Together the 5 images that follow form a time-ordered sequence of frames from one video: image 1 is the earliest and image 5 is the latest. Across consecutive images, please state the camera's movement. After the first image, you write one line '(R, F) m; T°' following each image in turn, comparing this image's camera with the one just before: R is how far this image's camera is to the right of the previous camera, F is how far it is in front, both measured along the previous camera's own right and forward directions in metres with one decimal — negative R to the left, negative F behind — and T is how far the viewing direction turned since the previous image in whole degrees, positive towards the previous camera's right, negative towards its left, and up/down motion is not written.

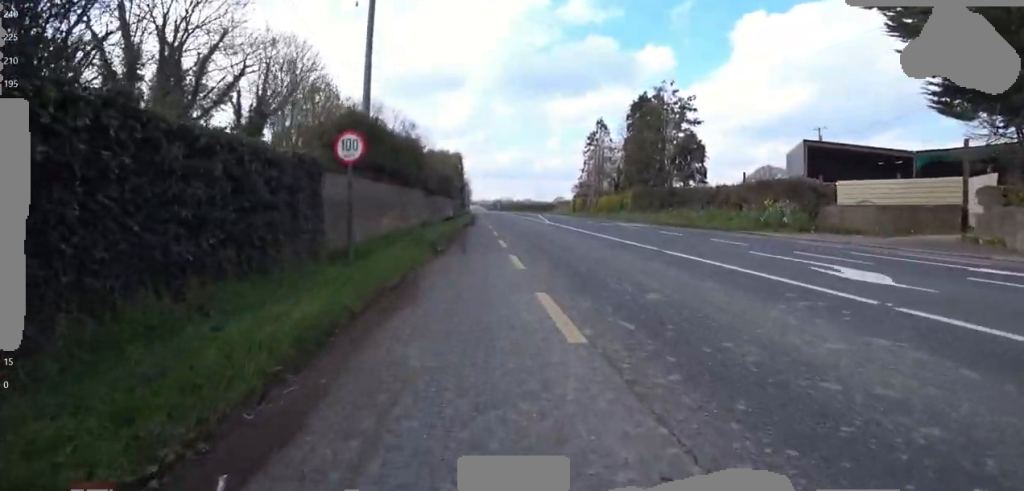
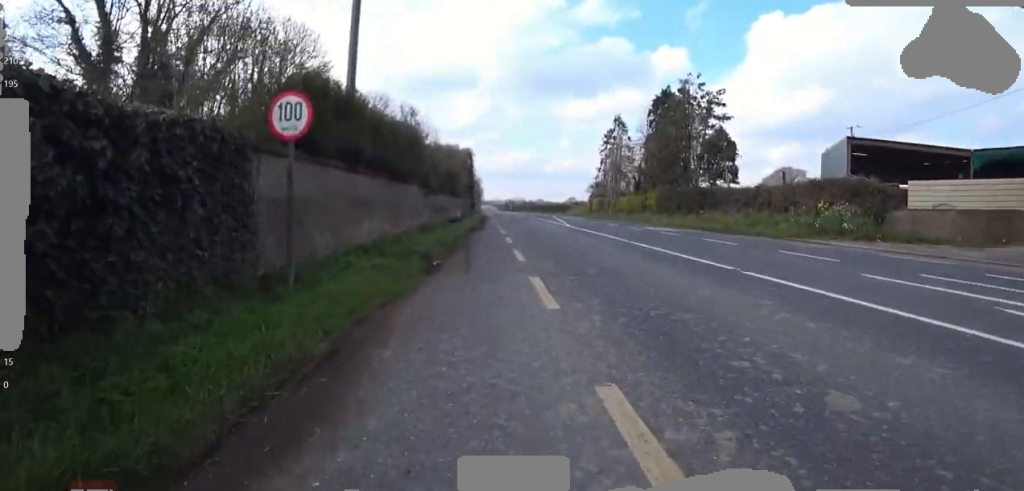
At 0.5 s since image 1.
(+0.2, +3.0) m; 0°
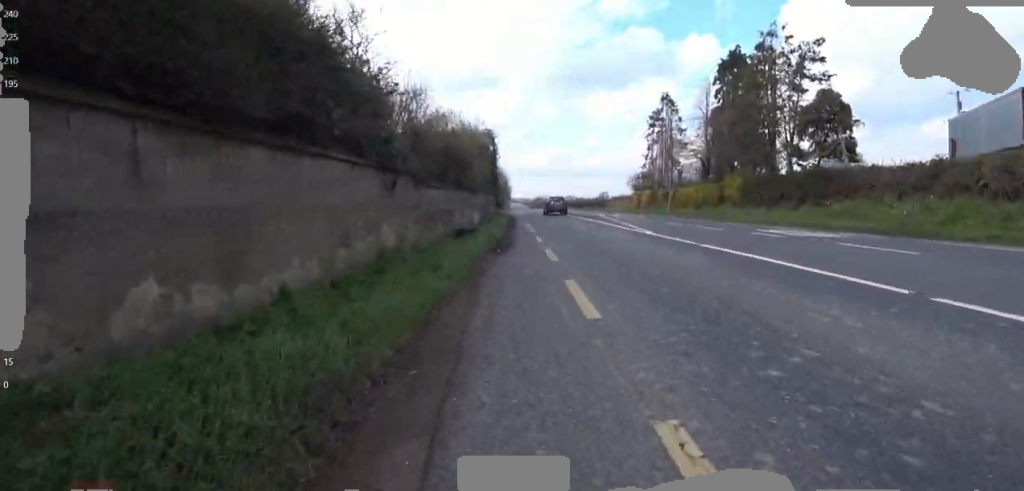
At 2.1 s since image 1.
(-0.2, +8.9) m; 0°
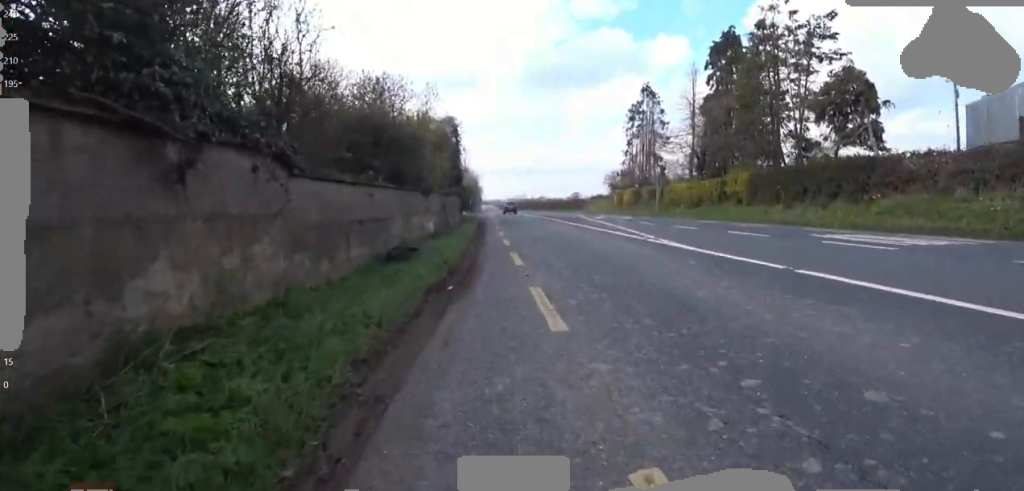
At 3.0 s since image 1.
(0.0, +4.6) m; 0°
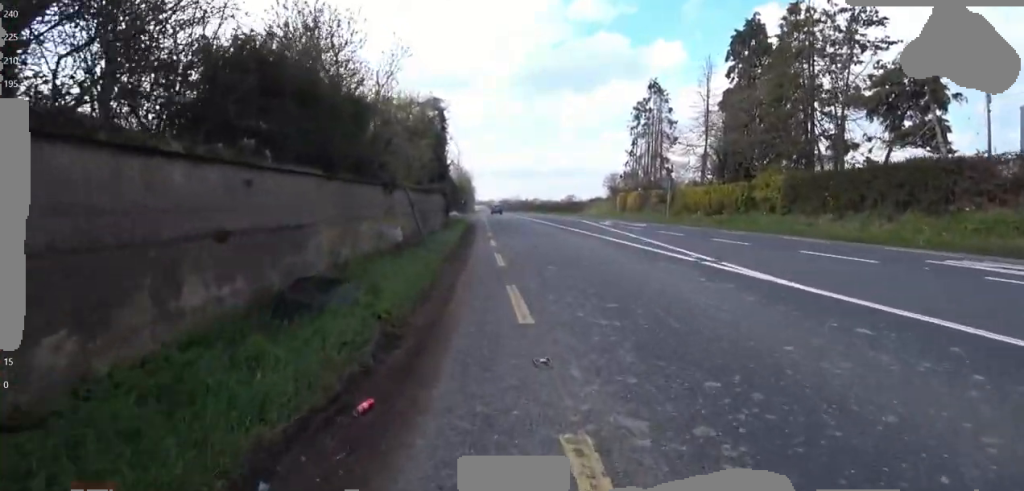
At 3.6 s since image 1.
(-0.2, +3.7) m; +1°
